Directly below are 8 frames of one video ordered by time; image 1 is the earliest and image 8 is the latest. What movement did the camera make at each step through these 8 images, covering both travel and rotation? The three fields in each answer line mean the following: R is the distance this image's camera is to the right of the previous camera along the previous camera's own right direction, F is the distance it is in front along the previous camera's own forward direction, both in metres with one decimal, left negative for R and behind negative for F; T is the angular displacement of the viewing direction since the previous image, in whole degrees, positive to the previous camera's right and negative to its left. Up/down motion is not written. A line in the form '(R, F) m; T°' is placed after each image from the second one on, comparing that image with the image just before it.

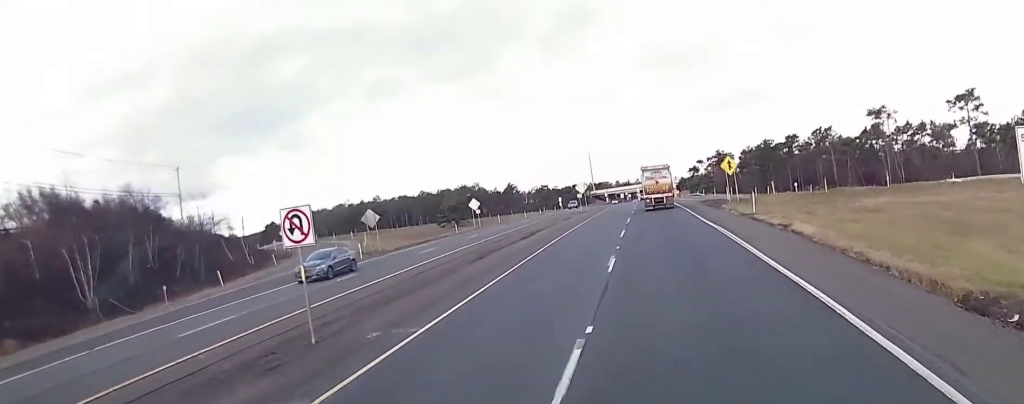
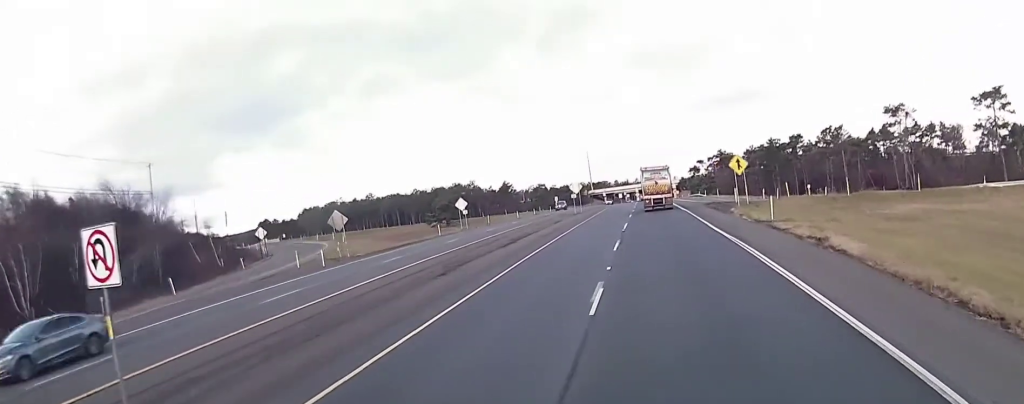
(+0.2, +6.2) m; +1°
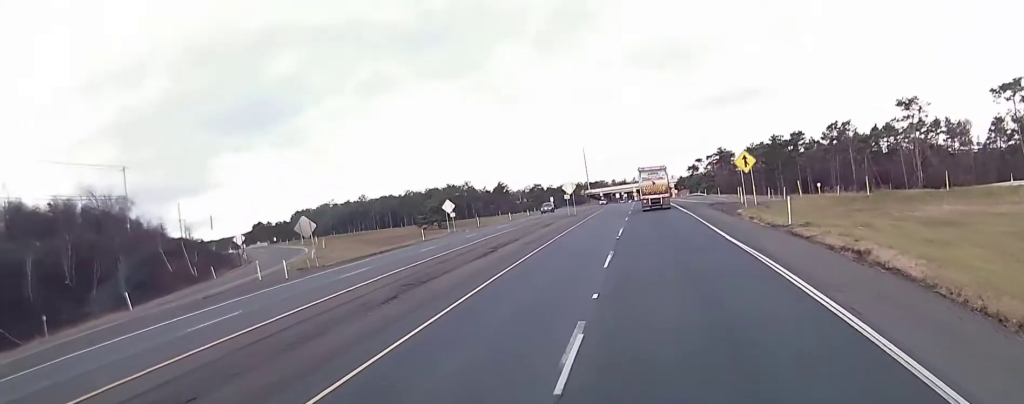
(-0.1, +4.8) m; -1°
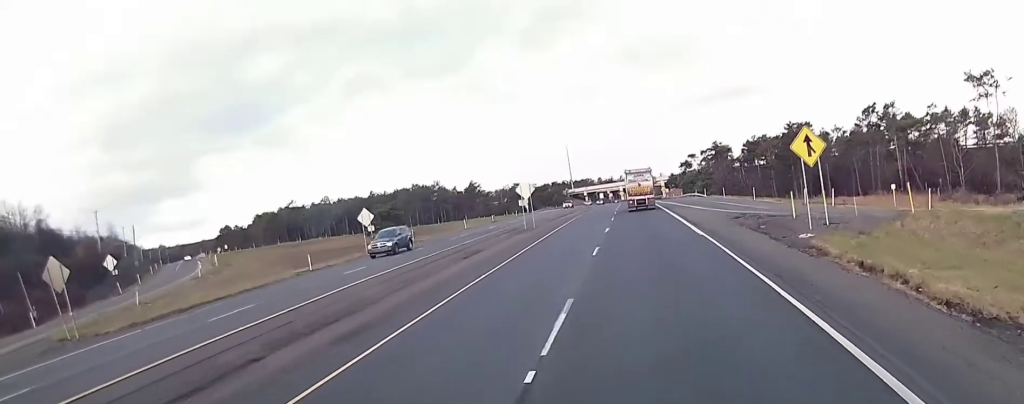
(-0.6, +22.1) m; -2°
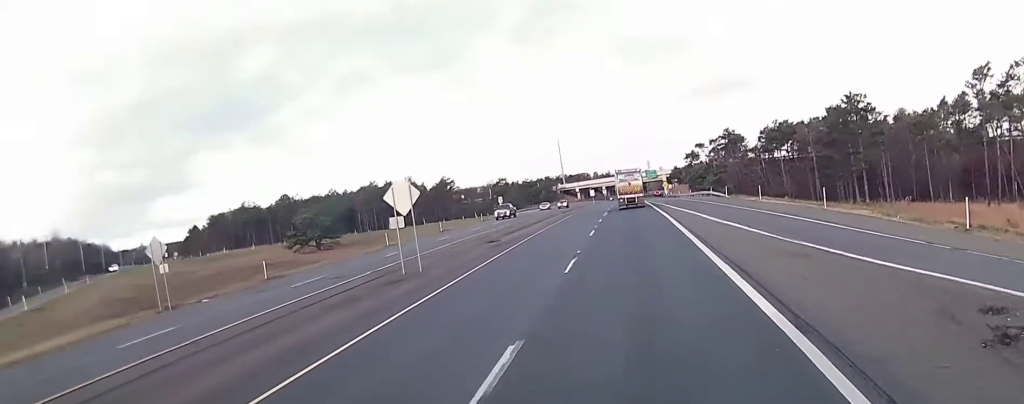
(+0.3, +29.2) m; -1°
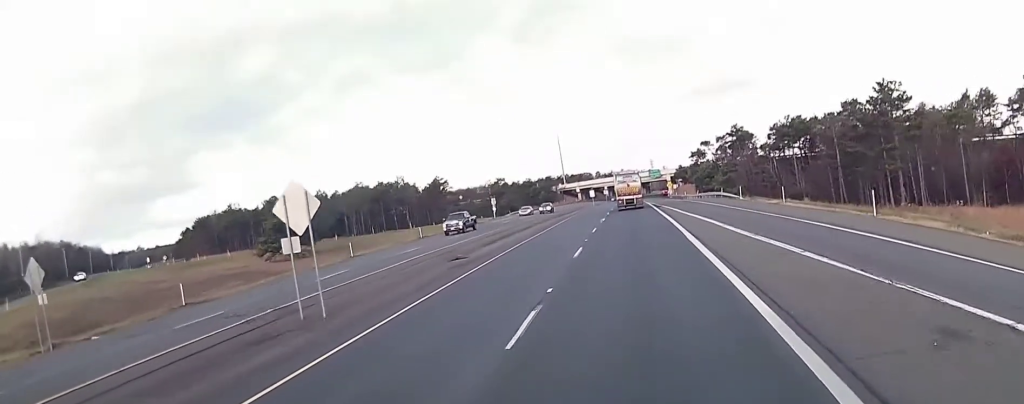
(-0.2, +9.2) m; 0°
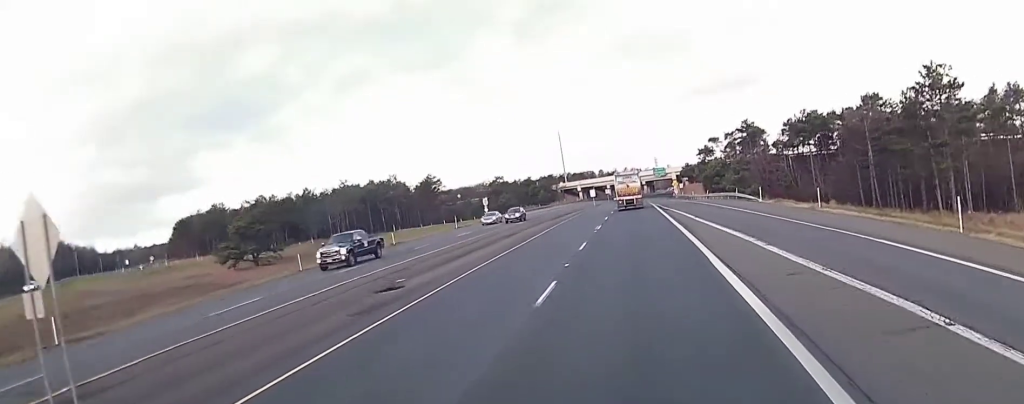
(+0.1, +9.8) m; +1°
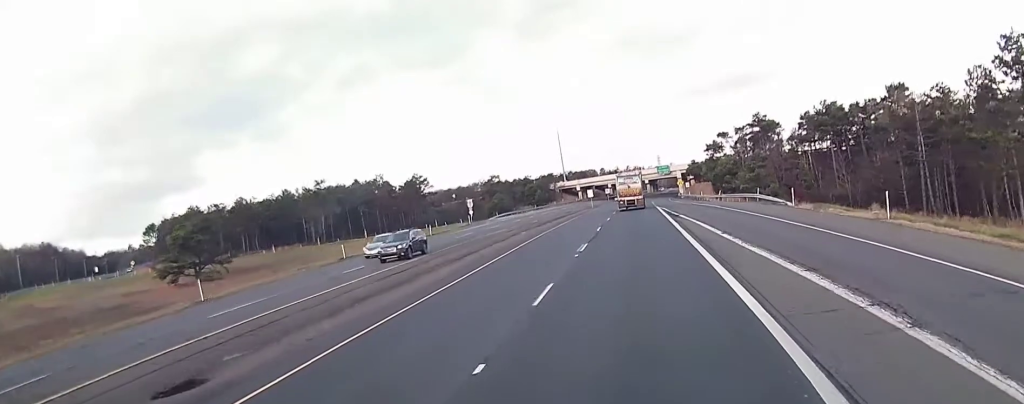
(+0.2, +12.4) m; 0°
